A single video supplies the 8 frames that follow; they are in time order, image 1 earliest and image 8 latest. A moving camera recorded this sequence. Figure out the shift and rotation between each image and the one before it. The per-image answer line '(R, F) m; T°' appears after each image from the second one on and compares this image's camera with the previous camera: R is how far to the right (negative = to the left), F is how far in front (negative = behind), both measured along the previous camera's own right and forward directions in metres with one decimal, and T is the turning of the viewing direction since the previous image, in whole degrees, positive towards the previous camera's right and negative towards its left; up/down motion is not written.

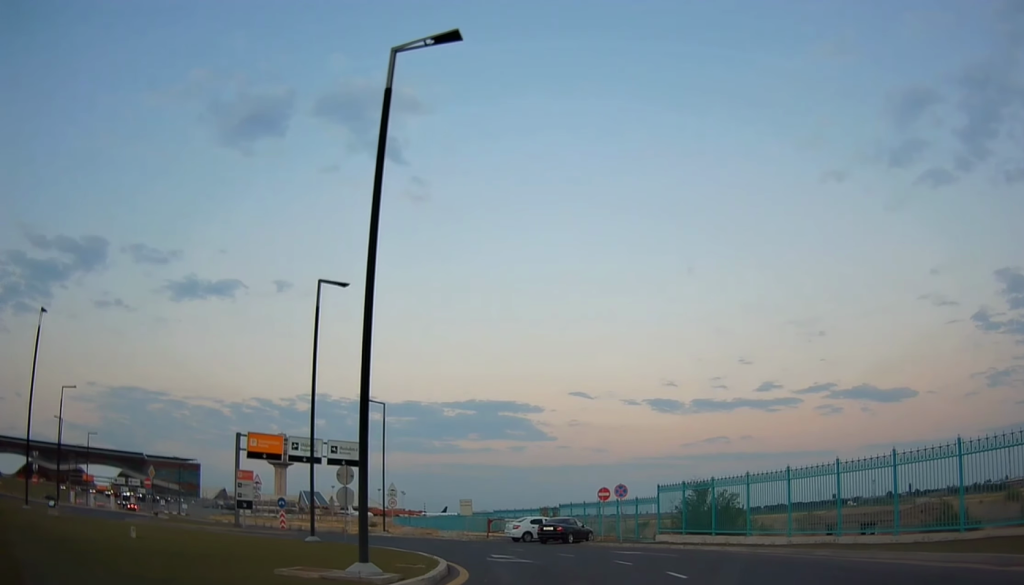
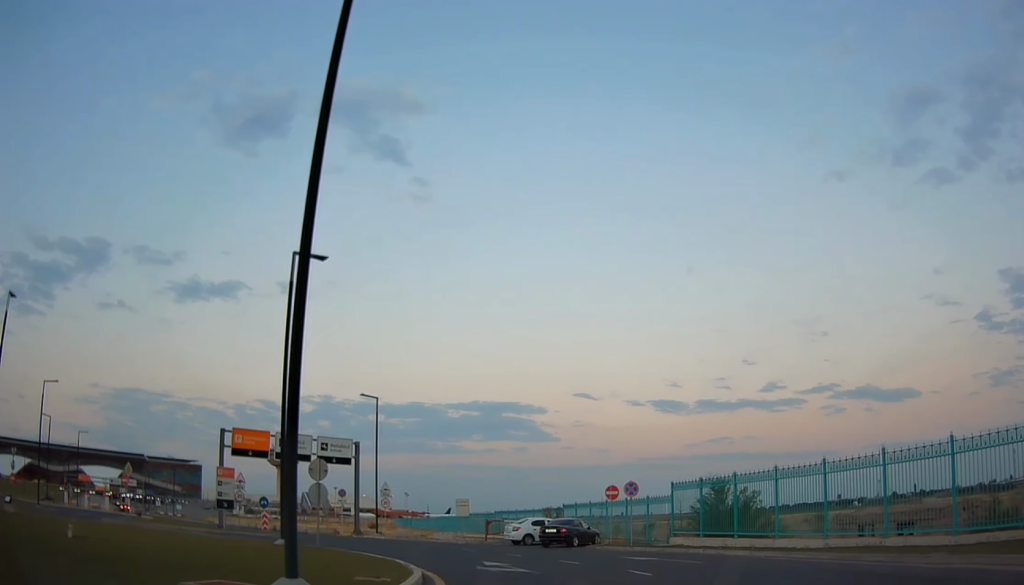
(0.0, +2.9) m; -1°
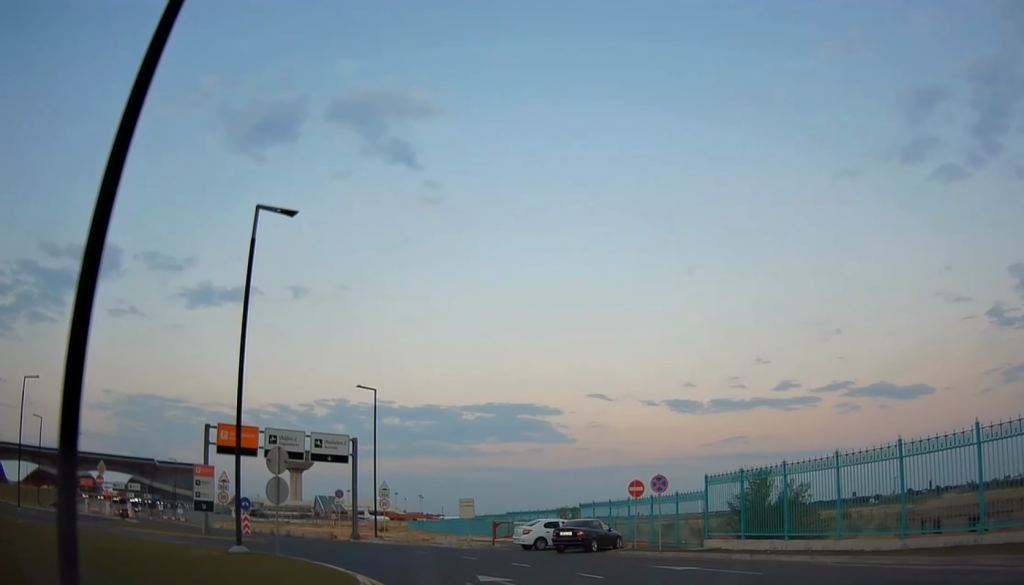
(+0.1, +4.1) m; -3°
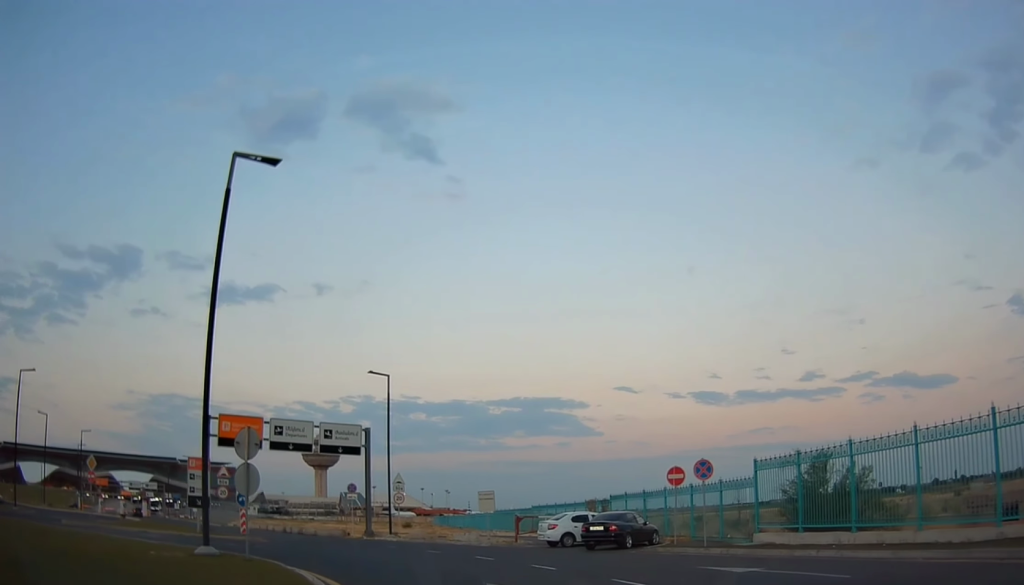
(-0.1, +3.2) m; -4°
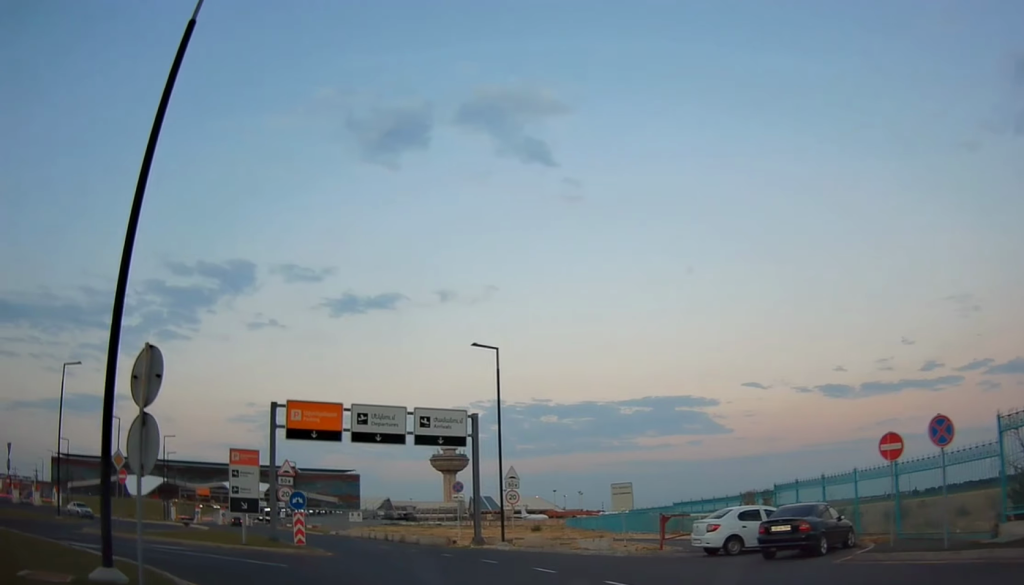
(-0.6, +7.7) m; -10°
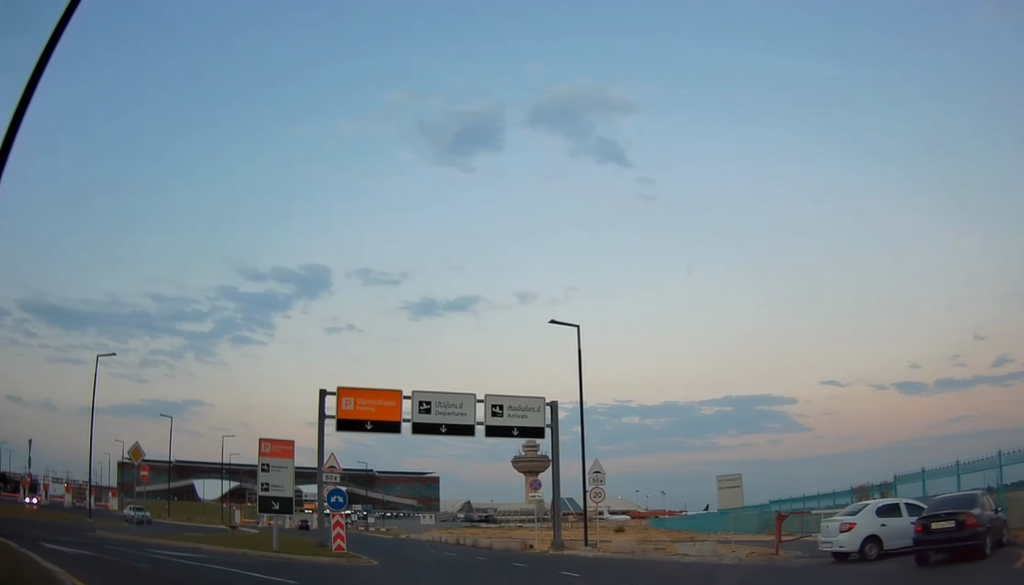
(-0.3, +4.2) m; -4°
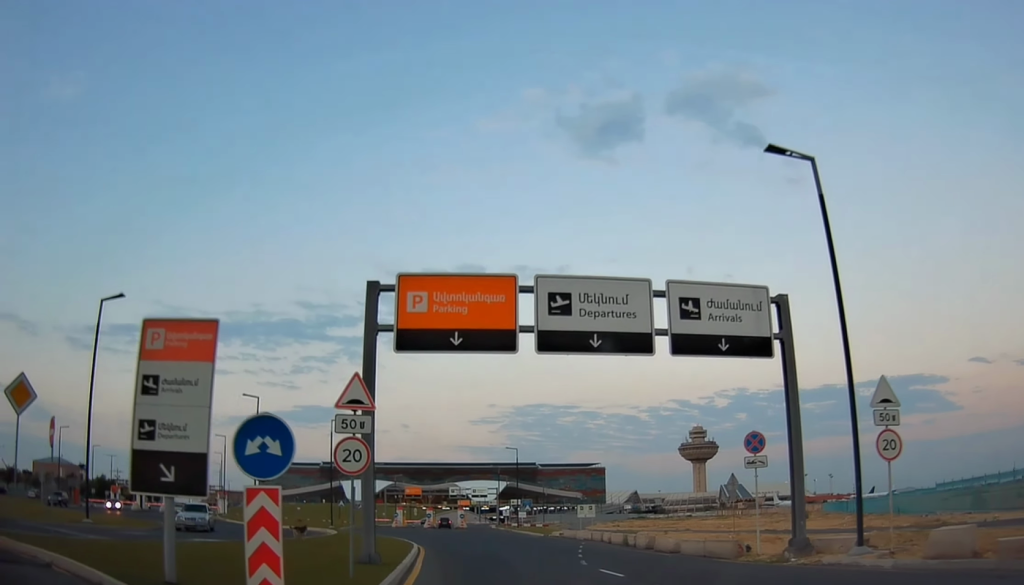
(-1.4, +13.3) m; -15°
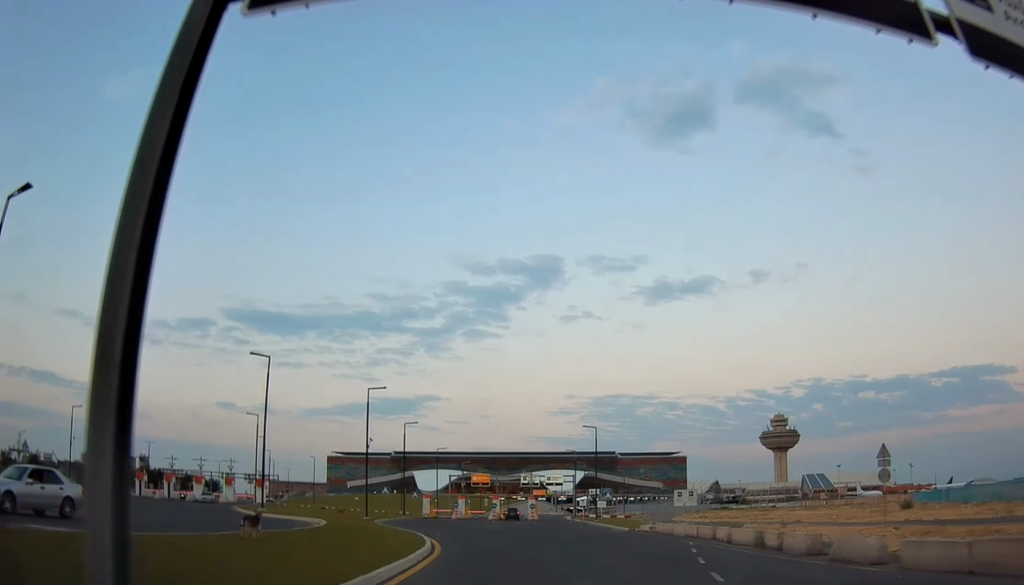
(-1.3, +11.6) m; -6°
